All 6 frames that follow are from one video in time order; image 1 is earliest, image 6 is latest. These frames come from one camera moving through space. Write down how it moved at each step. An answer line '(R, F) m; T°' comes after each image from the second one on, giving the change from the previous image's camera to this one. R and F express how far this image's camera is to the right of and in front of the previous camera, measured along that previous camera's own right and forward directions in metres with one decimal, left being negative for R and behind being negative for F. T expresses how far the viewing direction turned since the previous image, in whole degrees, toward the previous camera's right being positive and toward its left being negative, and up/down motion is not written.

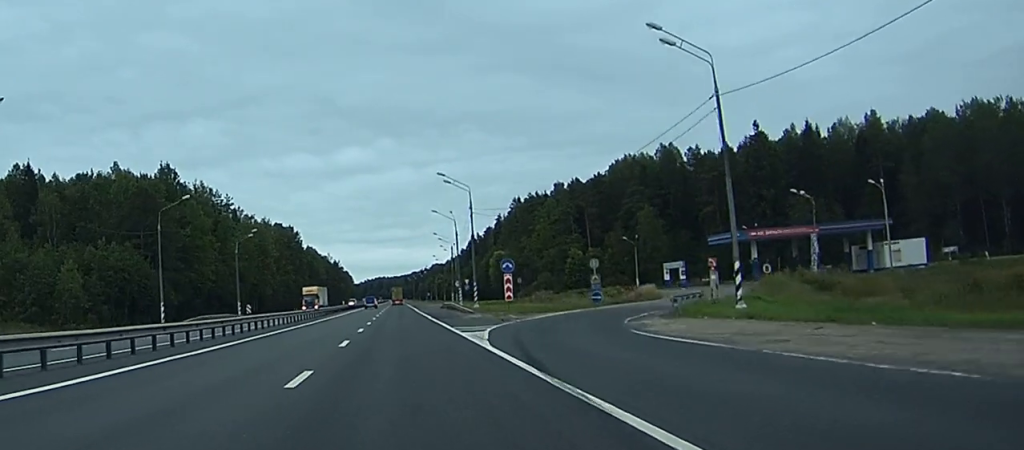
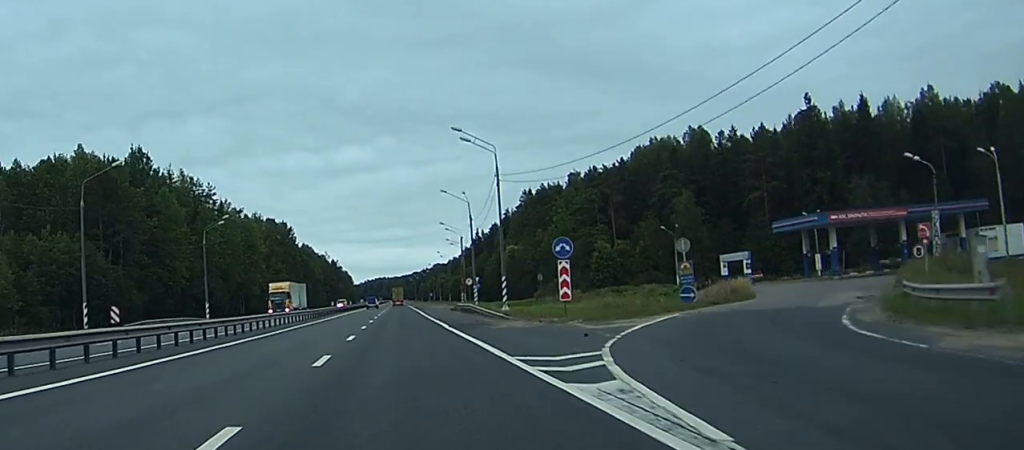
(0.0, +18.3) m; 0°
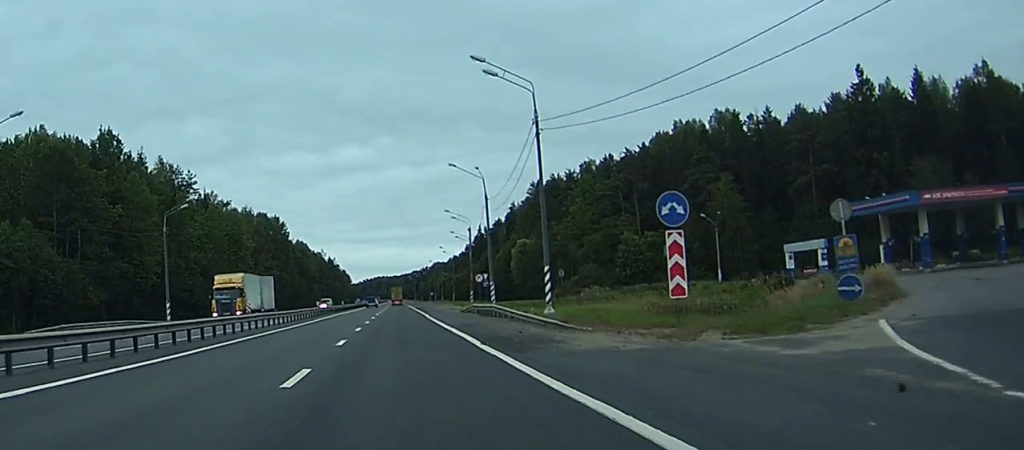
(-0.1, +15.0) m; 0°
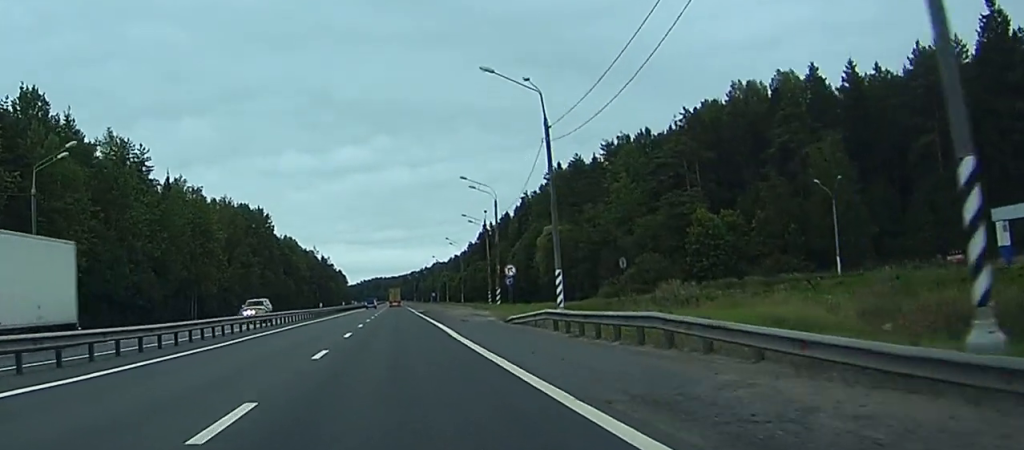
(0.0, +28.0) m; 0°
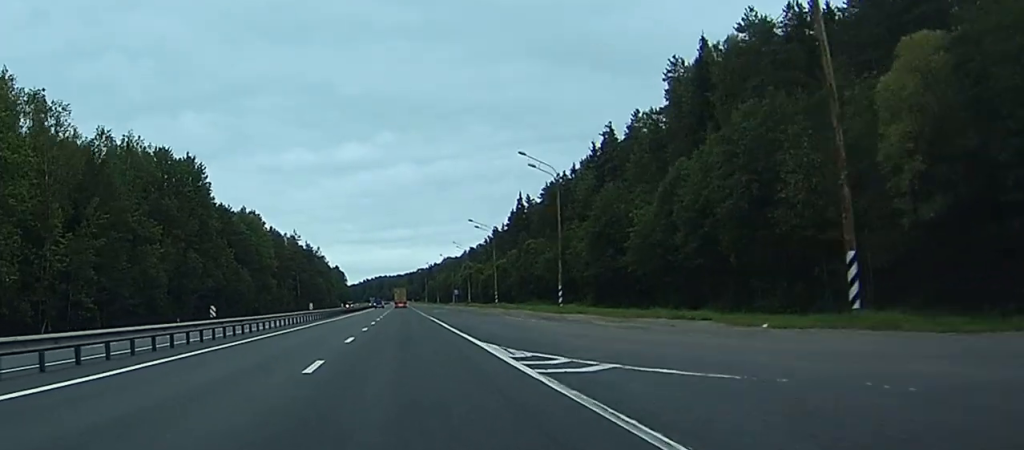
(-2.2, +89.0) m; -2°
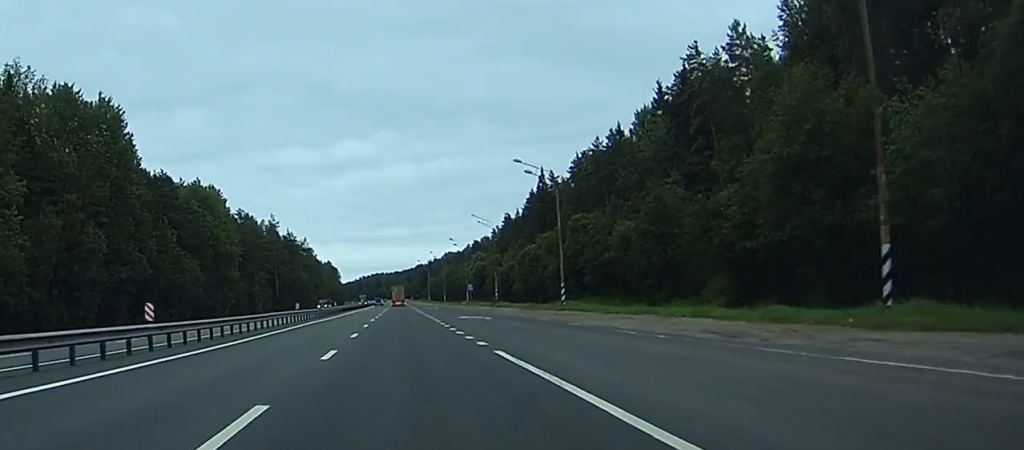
(+1.1, +45.6) m; +2°
